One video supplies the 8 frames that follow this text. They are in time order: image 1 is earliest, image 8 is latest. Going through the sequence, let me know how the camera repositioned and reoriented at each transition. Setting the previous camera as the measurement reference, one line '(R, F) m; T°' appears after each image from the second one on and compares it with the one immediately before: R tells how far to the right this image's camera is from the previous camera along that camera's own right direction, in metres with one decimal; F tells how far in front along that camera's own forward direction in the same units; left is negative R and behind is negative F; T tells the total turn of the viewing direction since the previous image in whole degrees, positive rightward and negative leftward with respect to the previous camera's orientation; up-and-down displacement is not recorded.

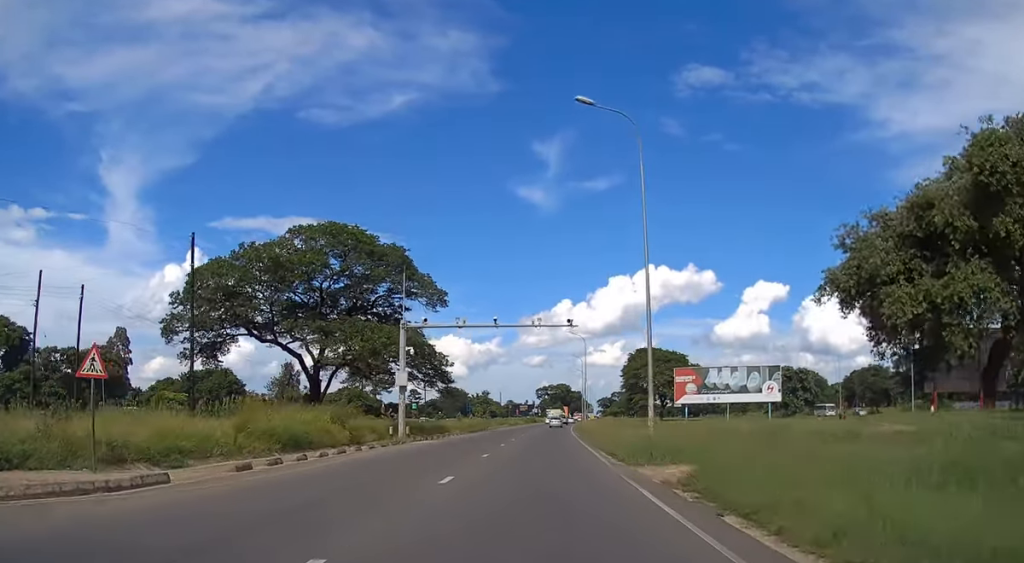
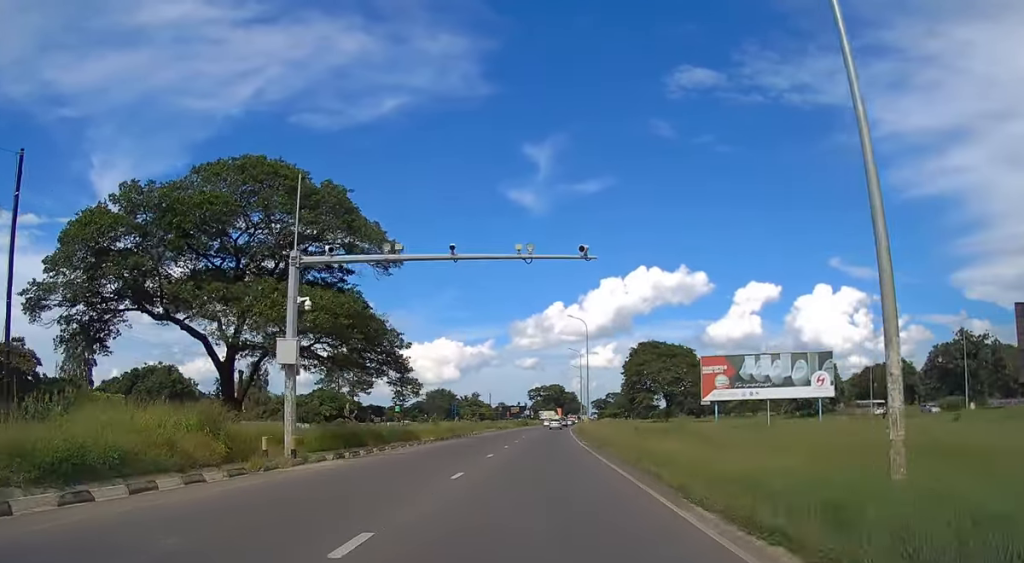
(0.0, +16.4) m; 0°
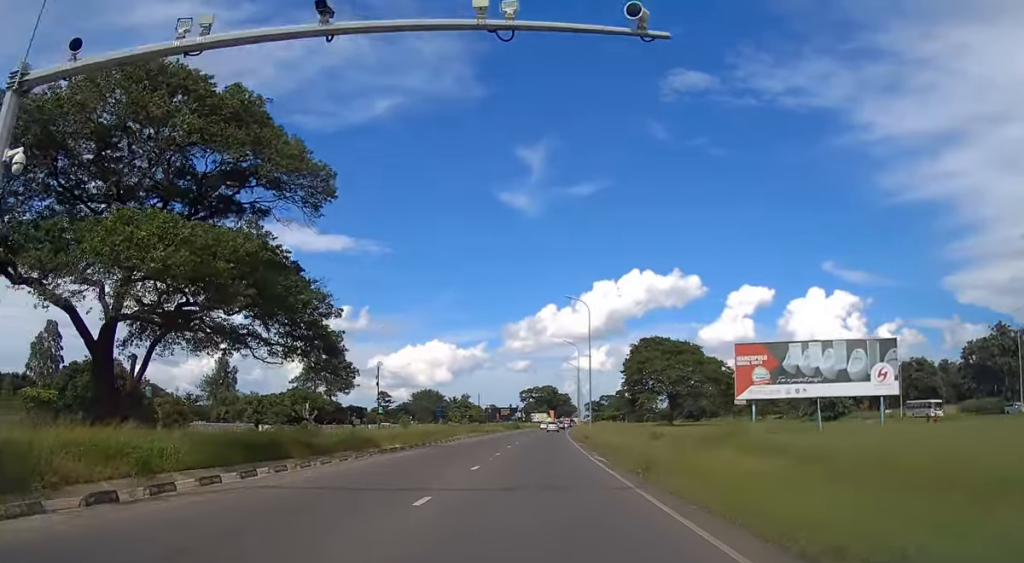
(0.0, +13.3) m; 0°
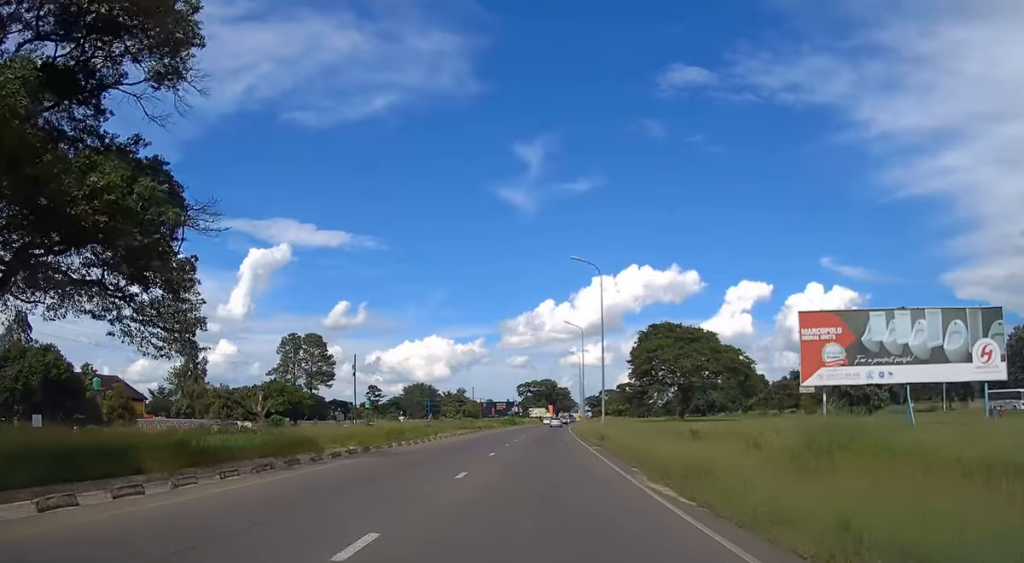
(0.0, +13.2) m; 0°
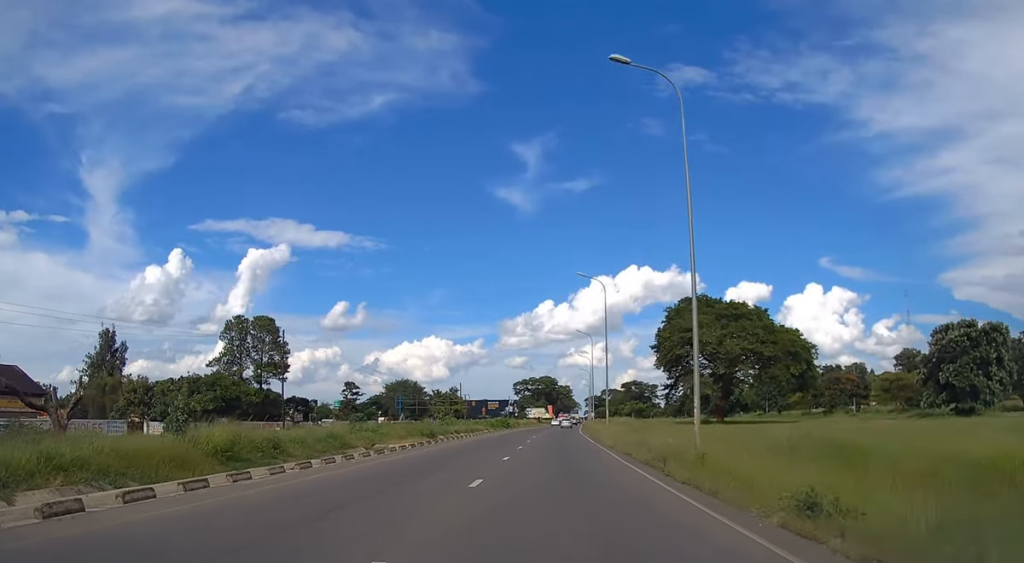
(+0.3, +28.5) m; +1°
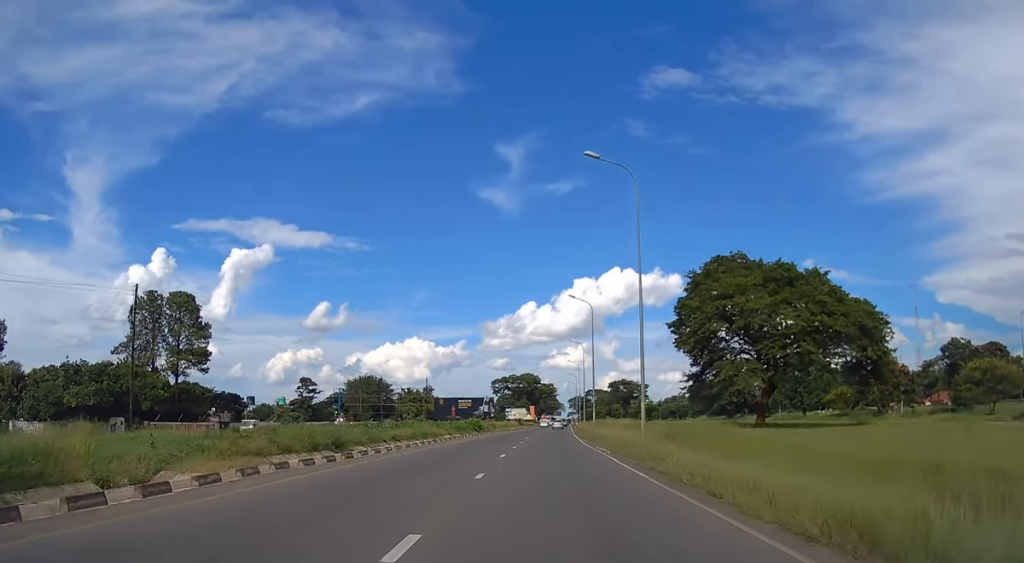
(+0.1, +26.0) m; 0°
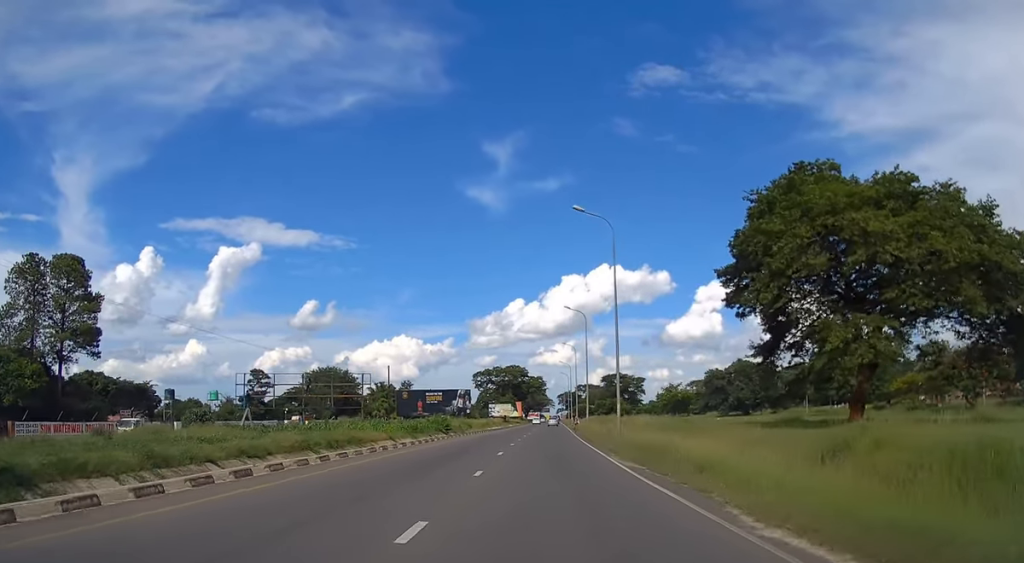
(+0.2, +26.4) m; +1°
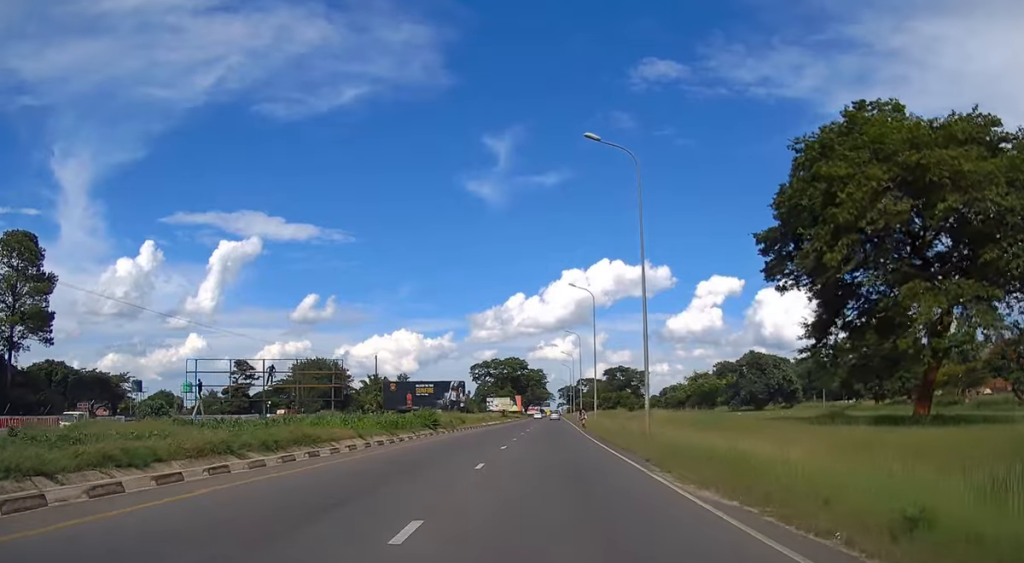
(+0.1, +9.5) m; 0°
